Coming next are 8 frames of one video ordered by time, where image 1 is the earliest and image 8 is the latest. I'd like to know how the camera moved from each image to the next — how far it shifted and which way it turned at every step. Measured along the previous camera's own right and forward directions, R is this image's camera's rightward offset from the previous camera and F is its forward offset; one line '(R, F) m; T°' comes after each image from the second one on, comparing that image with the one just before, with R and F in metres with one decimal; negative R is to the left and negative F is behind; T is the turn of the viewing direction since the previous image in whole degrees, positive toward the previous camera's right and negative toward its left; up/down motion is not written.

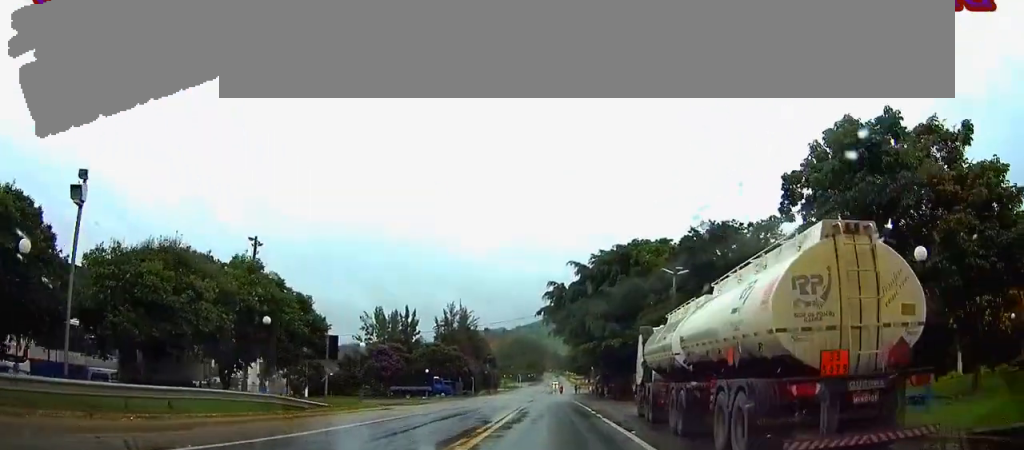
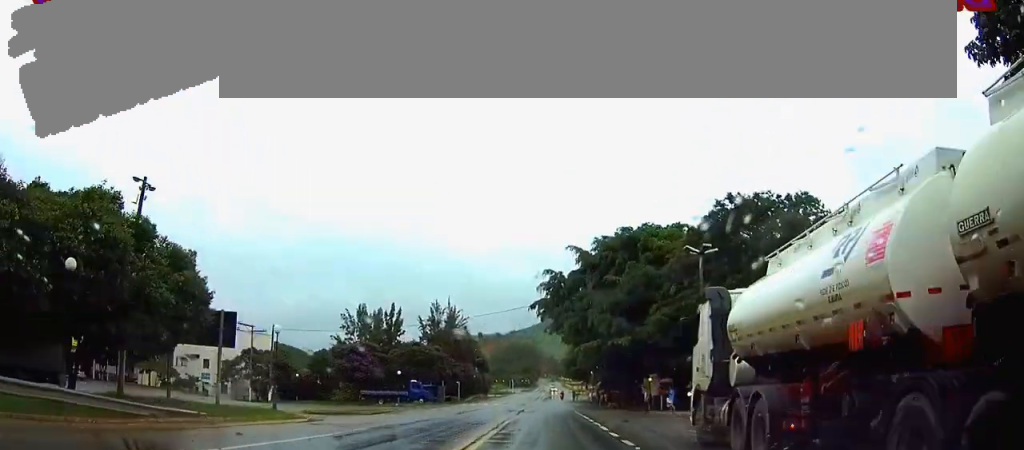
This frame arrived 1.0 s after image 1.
(-0.1, +11.0) m; 0°
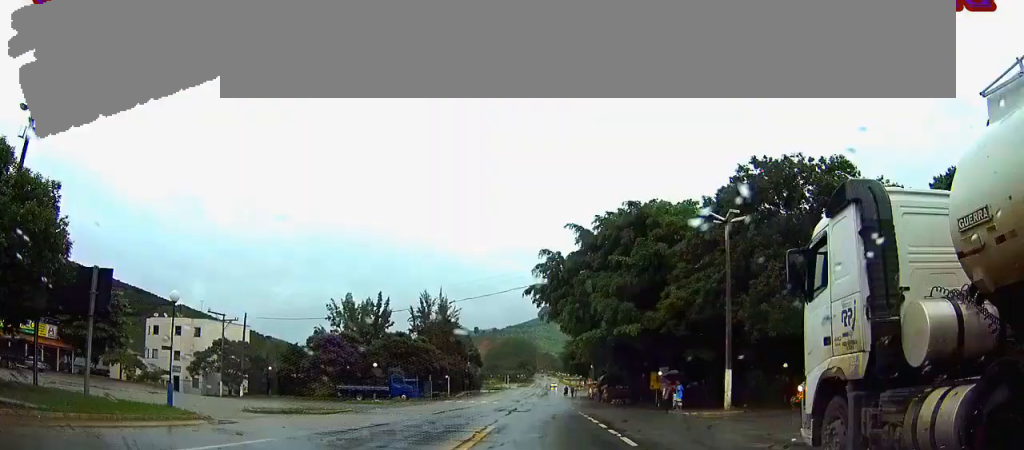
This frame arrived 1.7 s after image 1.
(0.0, +7.2) m; 0°
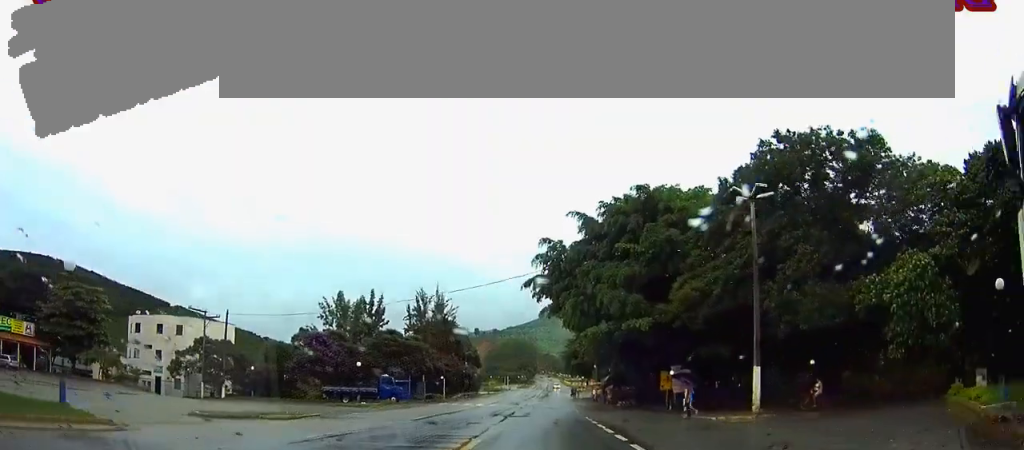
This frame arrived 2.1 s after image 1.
(+0.1, +4.7) m; 0°
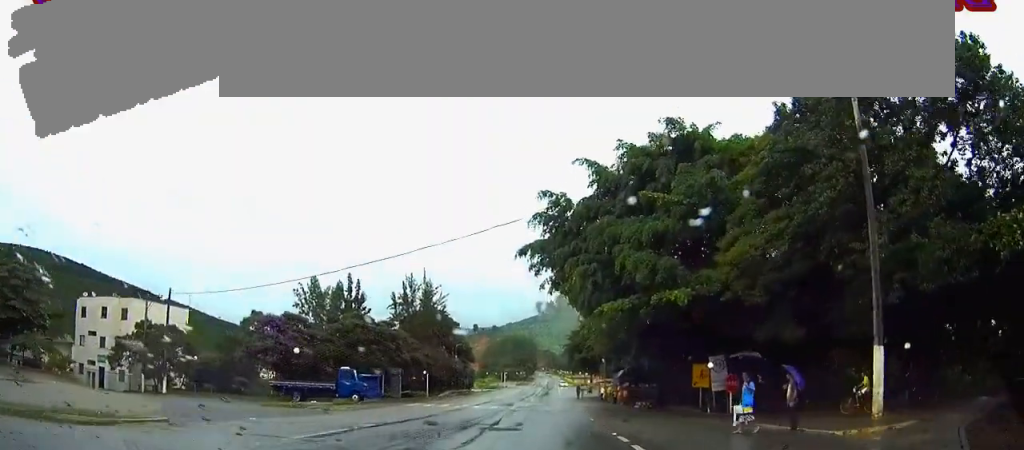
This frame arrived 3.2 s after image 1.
(0.0, +11.8) m; 0°
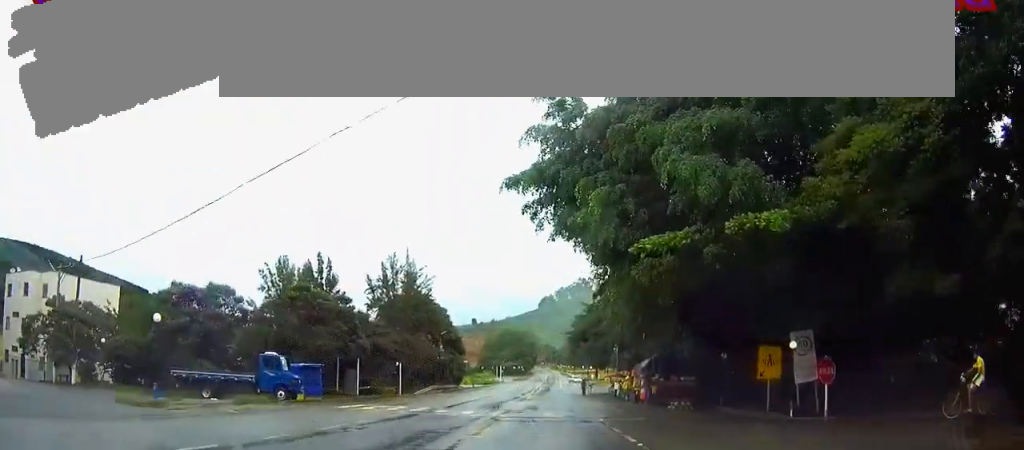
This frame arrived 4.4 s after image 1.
(+0.1, +13.6) m; +1°
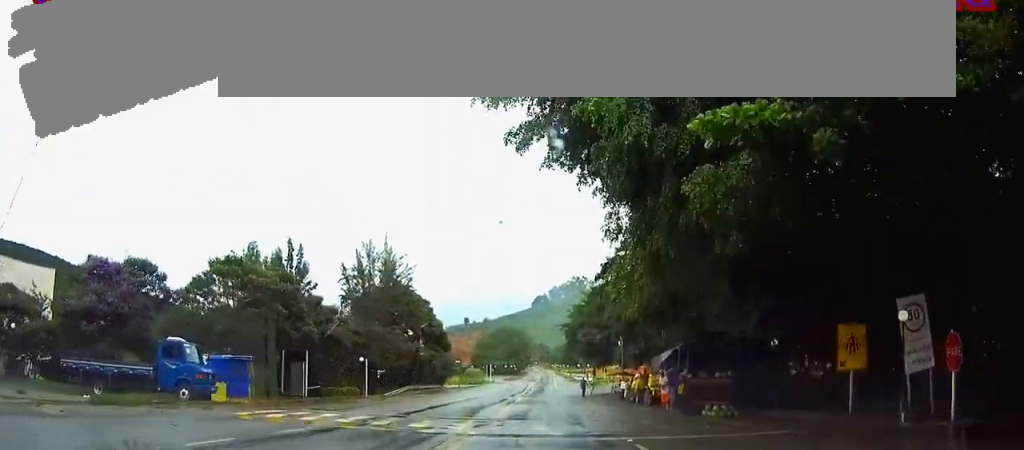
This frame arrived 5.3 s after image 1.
(+0.1, +9.7) m; +1°
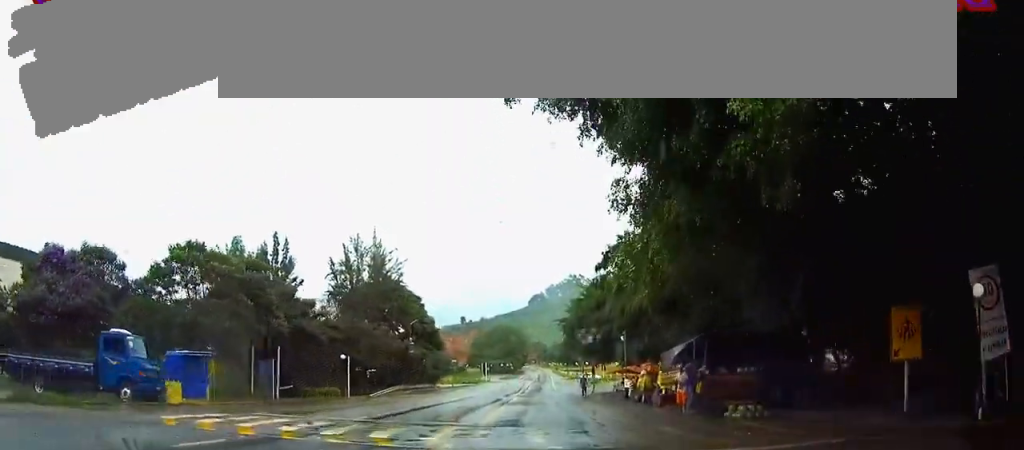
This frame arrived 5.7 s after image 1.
(0.0, +4.1) m; +1°
